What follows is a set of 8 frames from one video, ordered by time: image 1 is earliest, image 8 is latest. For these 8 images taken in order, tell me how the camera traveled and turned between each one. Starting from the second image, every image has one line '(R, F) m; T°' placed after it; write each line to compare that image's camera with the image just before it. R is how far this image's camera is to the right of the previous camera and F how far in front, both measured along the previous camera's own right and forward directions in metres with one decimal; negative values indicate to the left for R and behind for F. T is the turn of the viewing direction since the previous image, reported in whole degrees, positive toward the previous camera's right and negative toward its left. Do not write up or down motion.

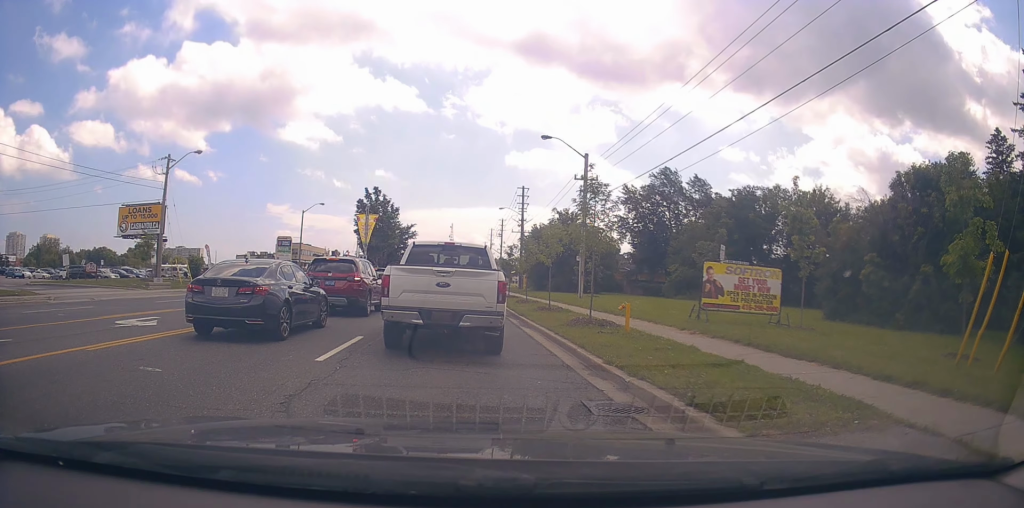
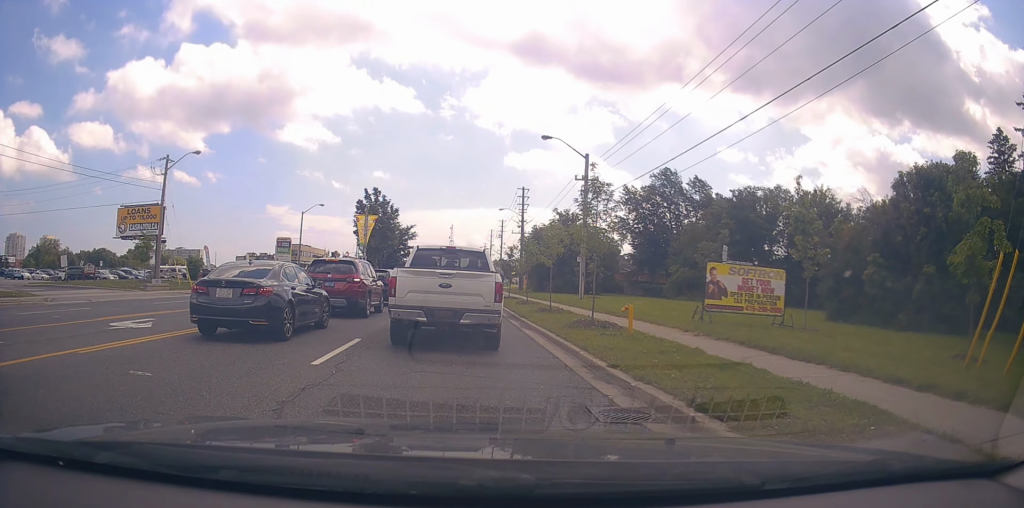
(0.0, +0.5) m; 0°
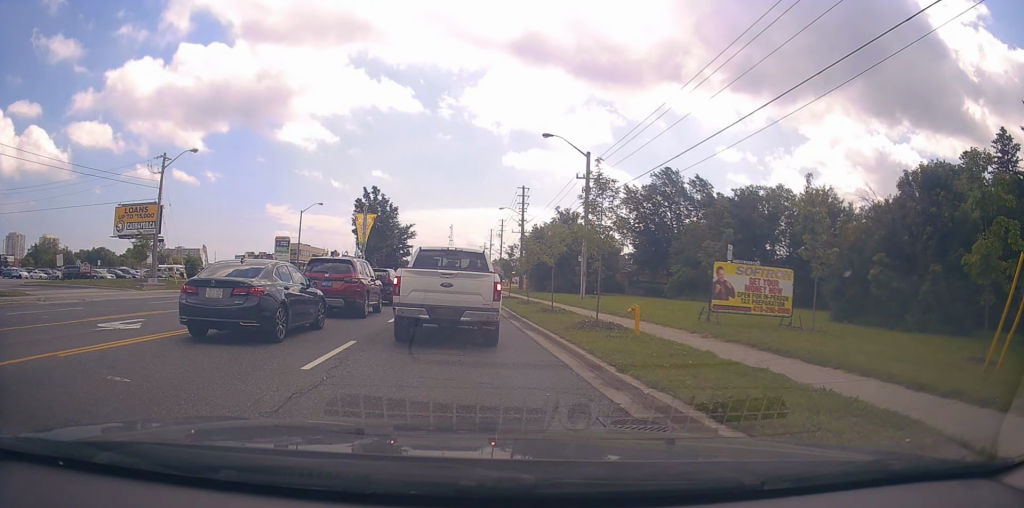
(-0.2, +0.4) m; 0°
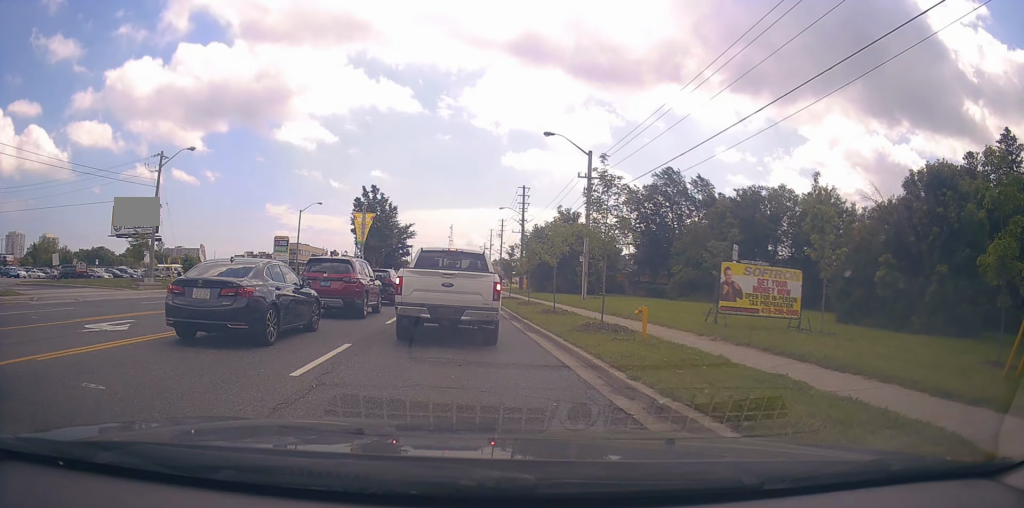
(-0.1, +0.3) m; 0°
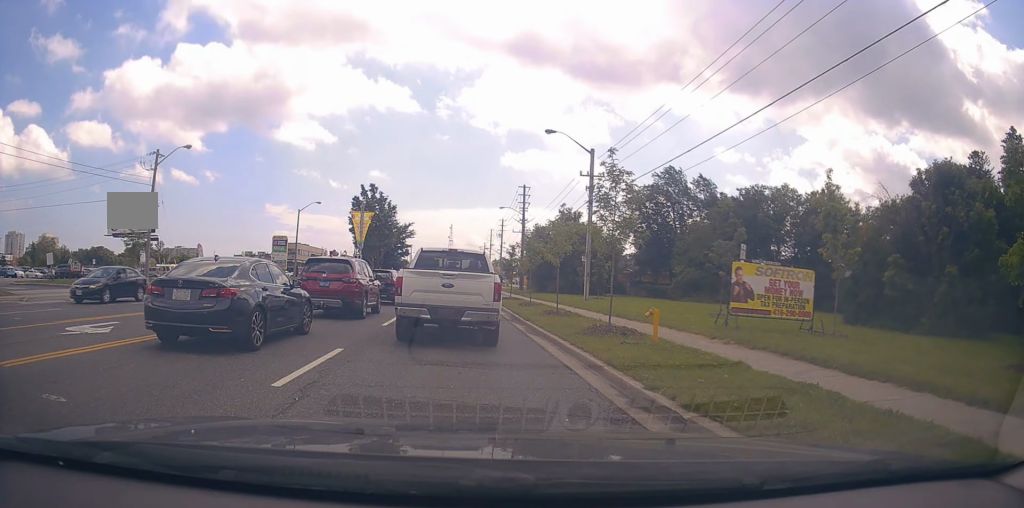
(-0.2, +0.3) m; 0°
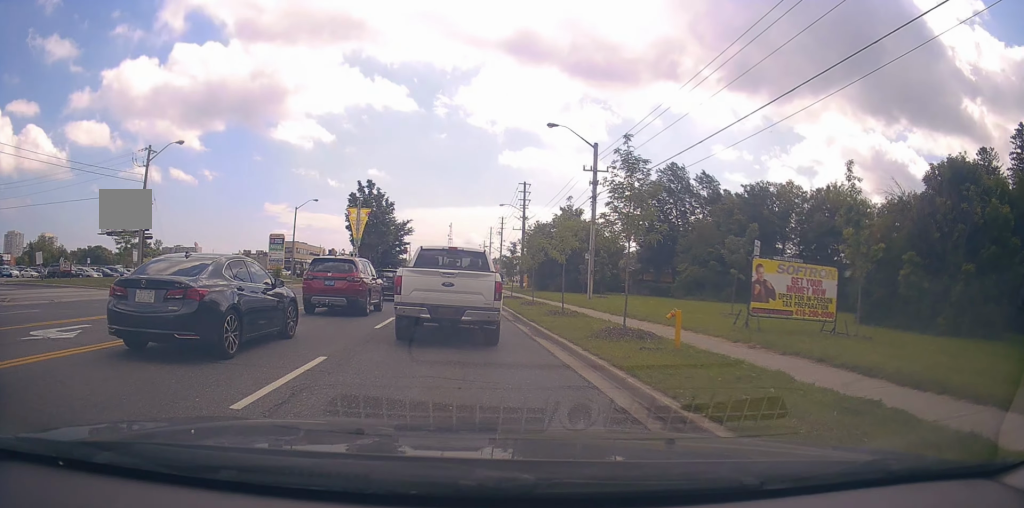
(-0.2, +0.5) m; 0°
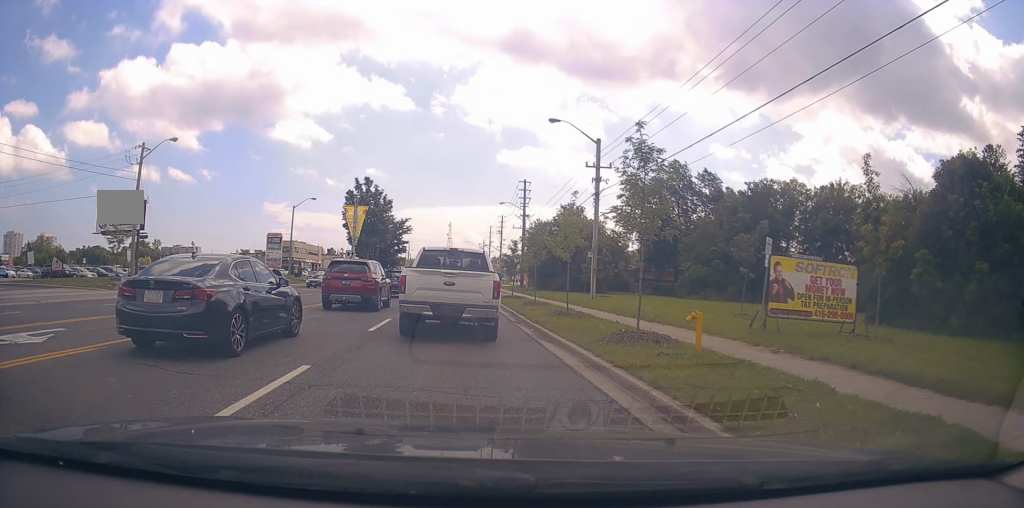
(-0.2, +0.4) m; 0°
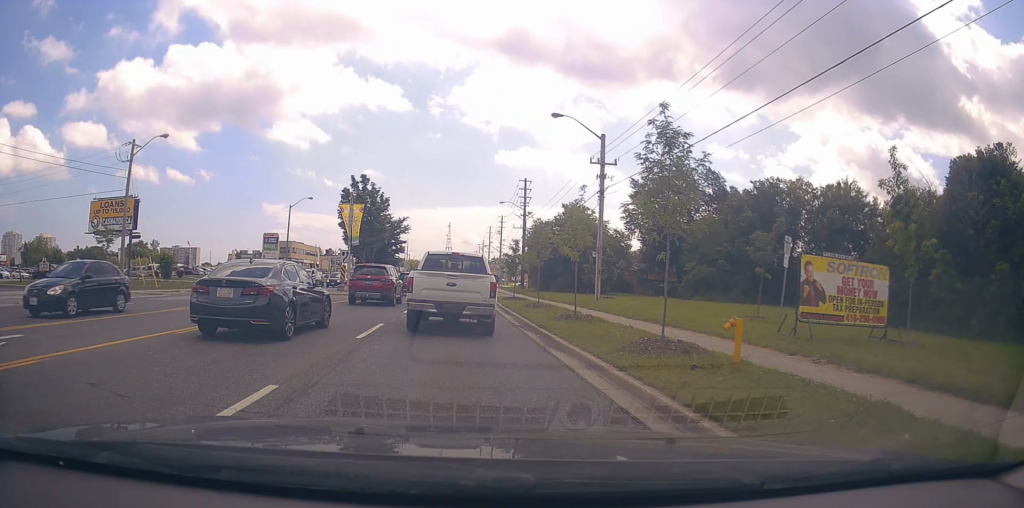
(-0.2, +0.5) m; 0°
